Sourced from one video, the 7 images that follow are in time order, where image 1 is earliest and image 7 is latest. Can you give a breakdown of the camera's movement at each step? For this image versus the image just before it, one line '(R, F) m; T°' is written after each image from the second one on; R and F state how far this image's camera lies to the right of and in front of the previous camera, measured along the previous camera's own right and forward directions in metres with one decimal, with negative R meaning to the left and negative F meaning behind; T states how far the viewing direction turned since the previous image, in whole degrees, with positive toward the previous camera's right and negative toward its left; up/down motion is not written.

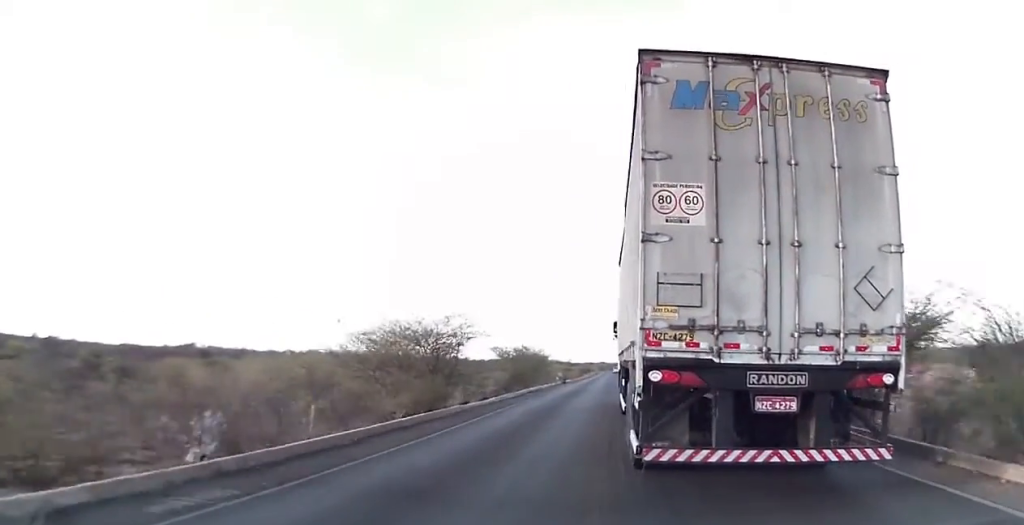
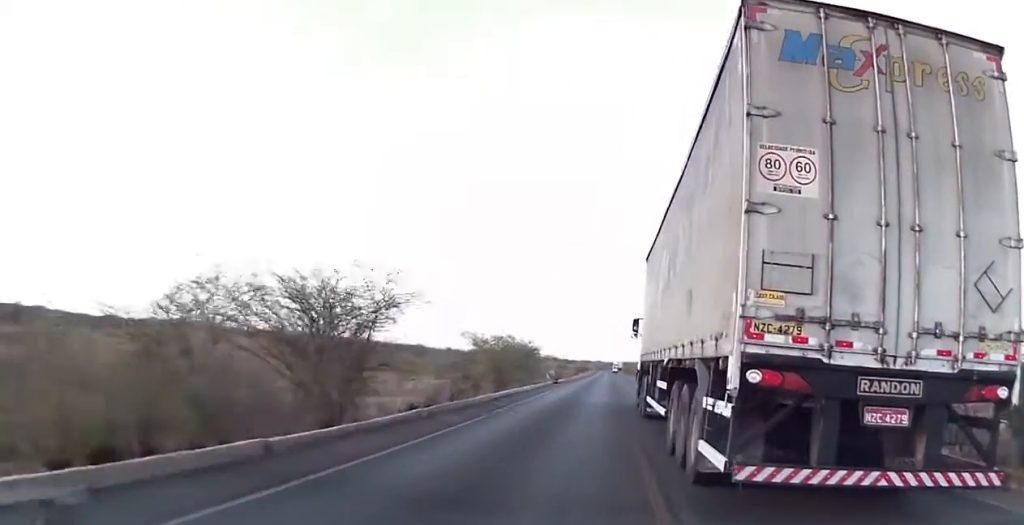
(-0.2, +12.6) m; -1°
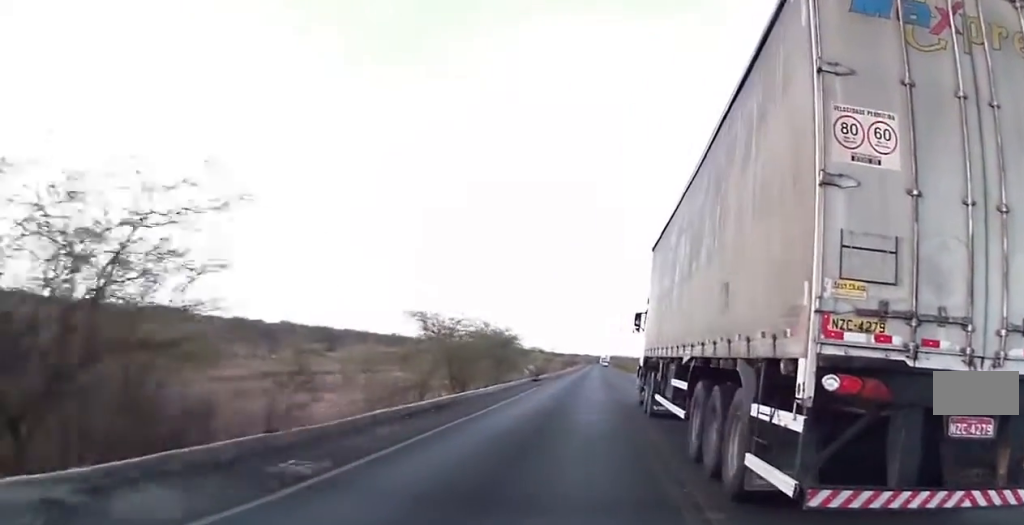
(-0.1, +10.9) m; 0°
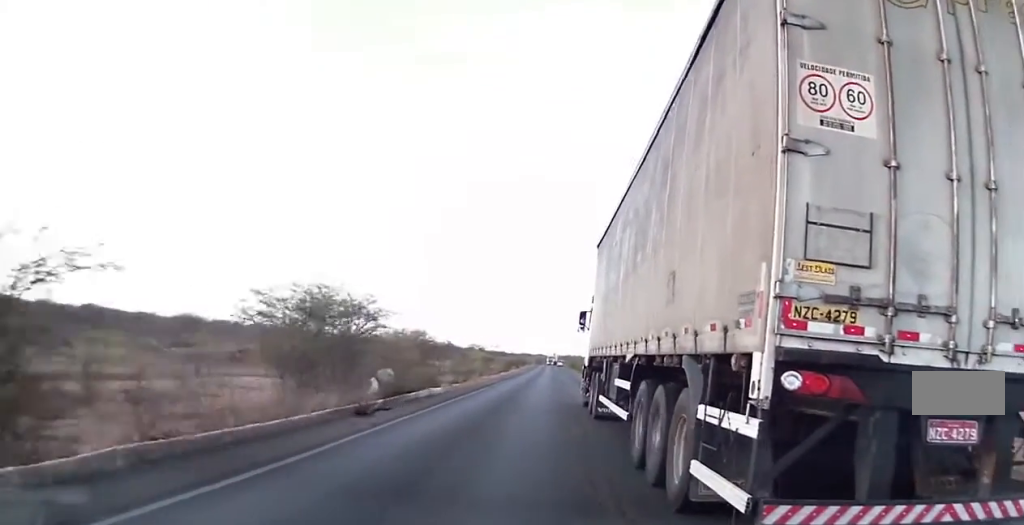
(+0.2, +26.3) m; +2°
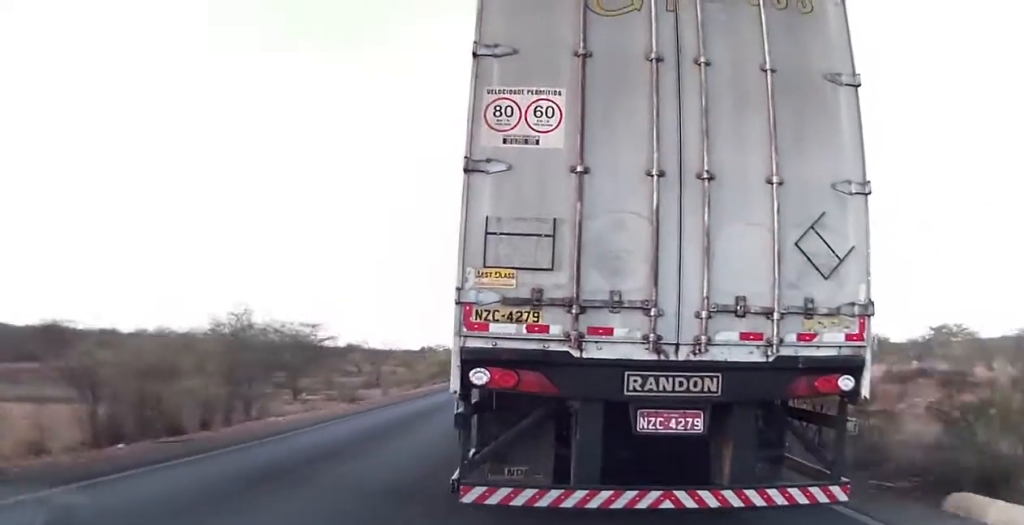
(+0.4, +23.9) m; +1°
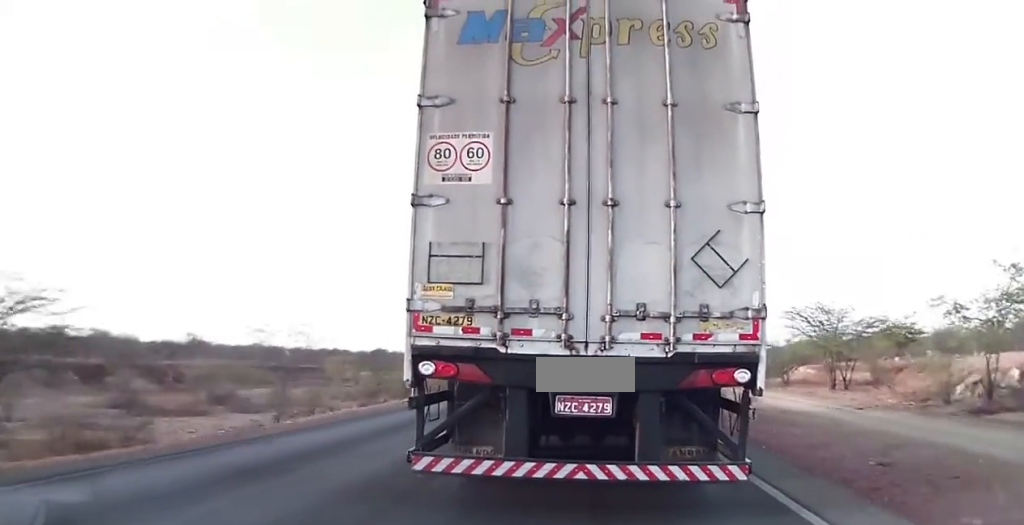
(+0.1, +31.2) m; 0°
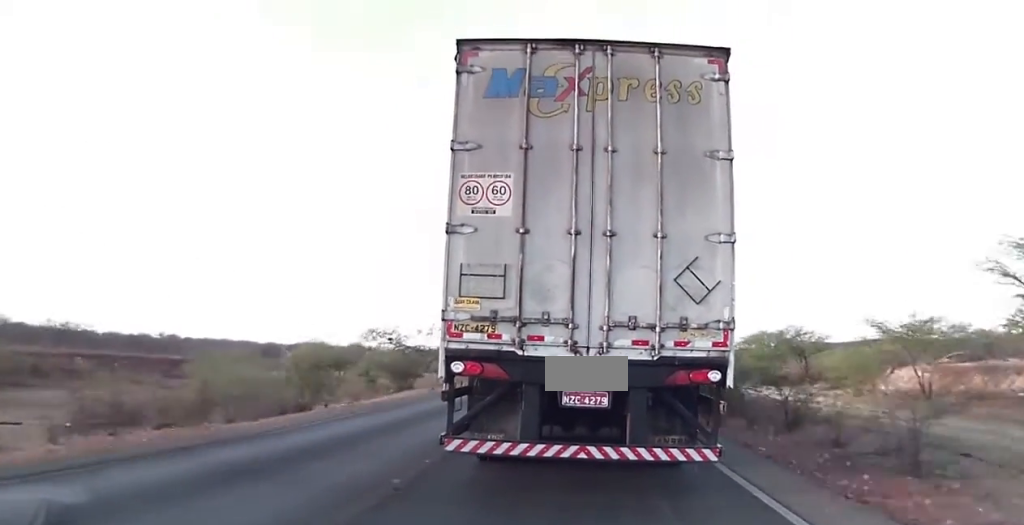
(0.0, +27.2) m; 0°
